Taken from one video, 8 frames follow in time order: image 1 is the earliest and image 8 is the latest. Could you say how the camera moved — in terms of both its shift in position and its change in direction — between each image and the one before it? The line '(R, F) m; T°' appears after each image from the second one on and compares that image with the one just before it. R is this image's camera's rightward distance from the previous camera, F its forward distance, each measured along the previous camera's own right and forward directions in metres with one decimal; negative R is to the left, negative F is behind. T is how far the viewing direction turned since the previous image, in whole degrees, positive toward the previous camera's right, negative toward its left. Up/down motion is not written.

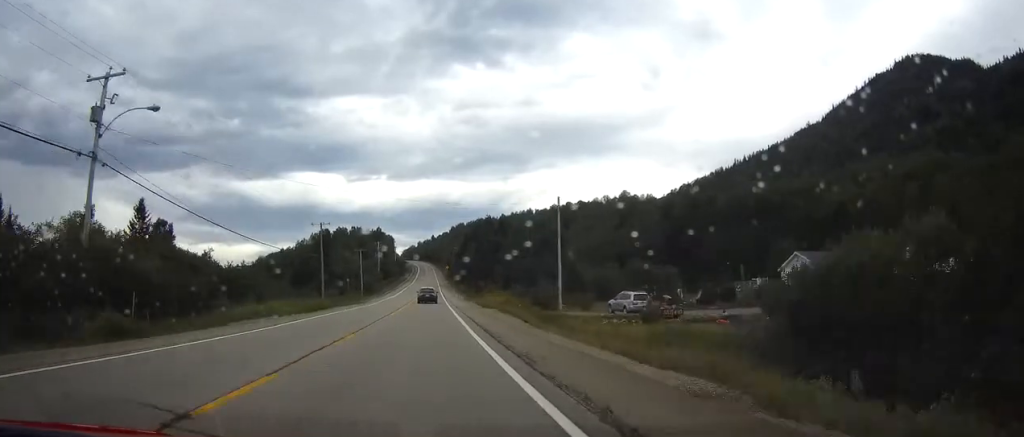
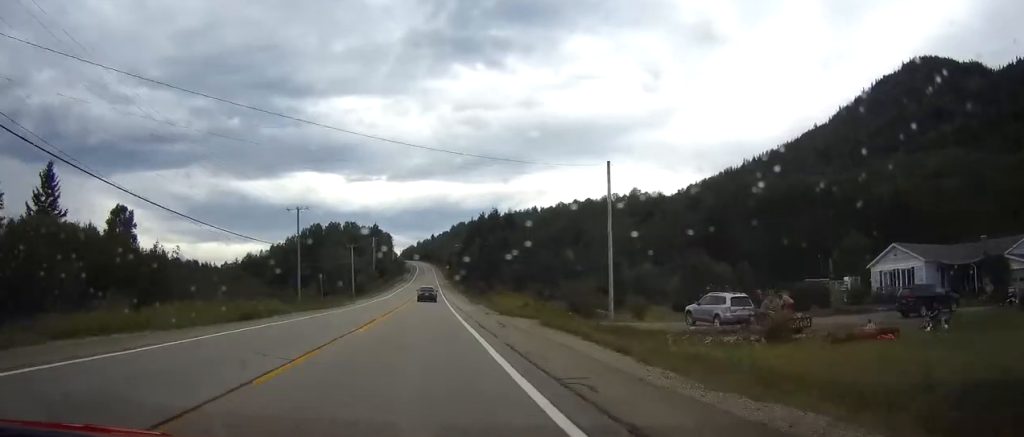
(0.0, +15.7) m; 0°
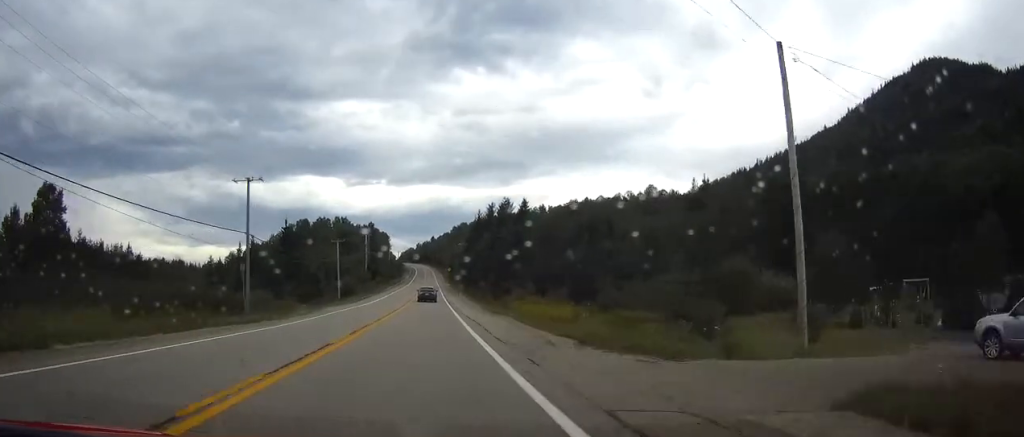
(0.0, +20.9) m; 0°
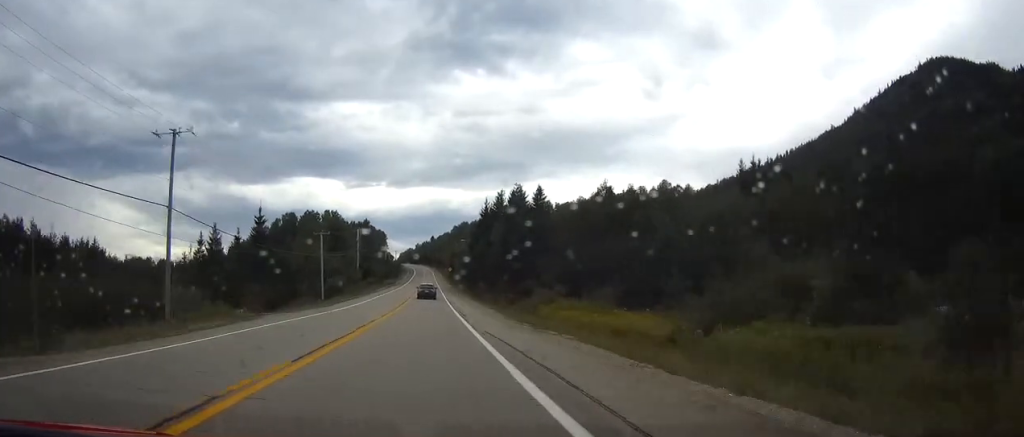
(0.0, +16.8) m; 0°
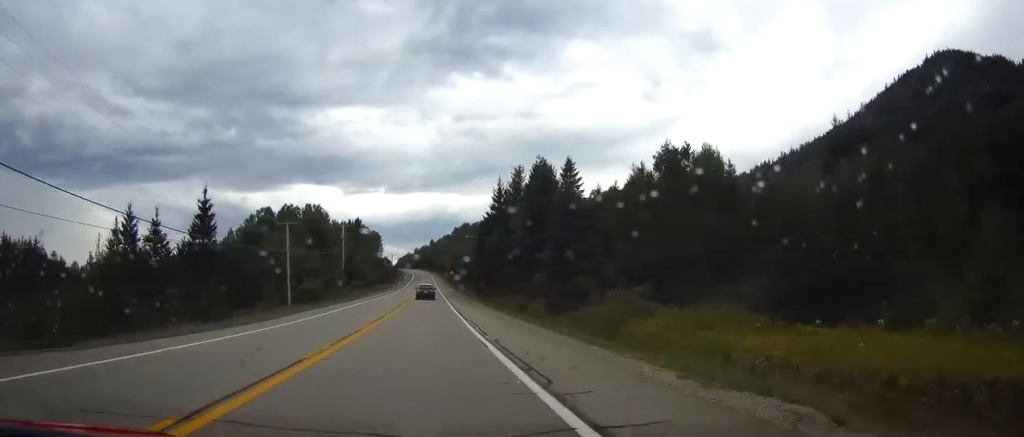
(0.0, +23.2) m; 0°
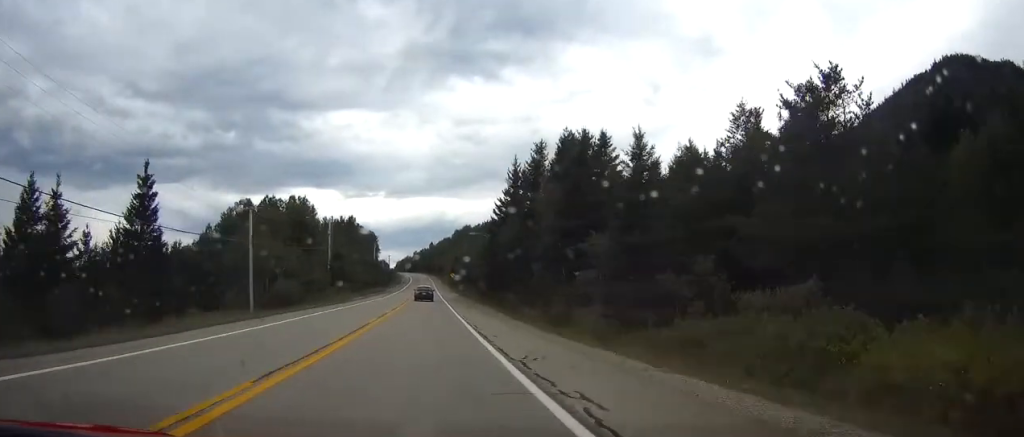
(0.0, +15.9) m; 0°
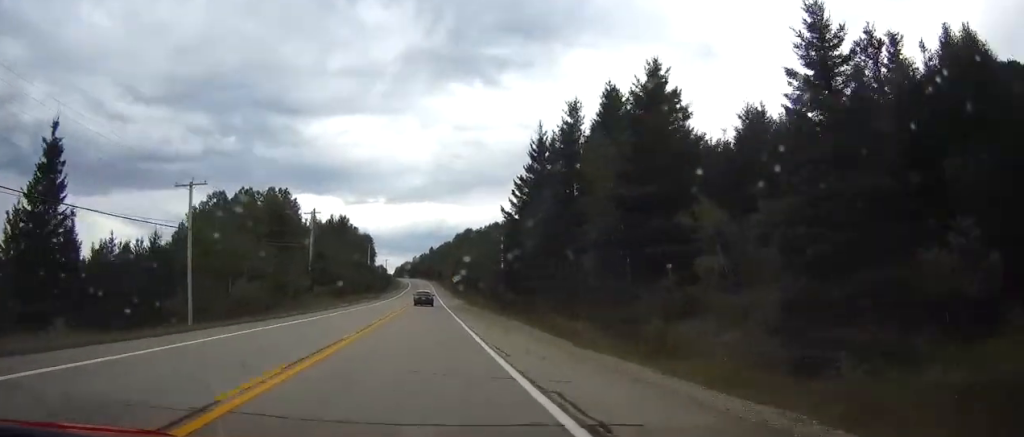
(0.0, +16.0) m; 0°
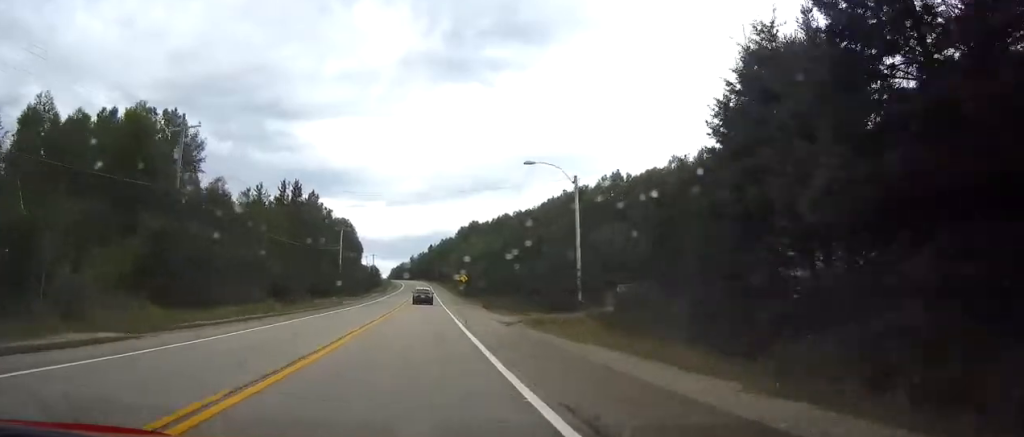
(0.0, +48.1) m; 0°
